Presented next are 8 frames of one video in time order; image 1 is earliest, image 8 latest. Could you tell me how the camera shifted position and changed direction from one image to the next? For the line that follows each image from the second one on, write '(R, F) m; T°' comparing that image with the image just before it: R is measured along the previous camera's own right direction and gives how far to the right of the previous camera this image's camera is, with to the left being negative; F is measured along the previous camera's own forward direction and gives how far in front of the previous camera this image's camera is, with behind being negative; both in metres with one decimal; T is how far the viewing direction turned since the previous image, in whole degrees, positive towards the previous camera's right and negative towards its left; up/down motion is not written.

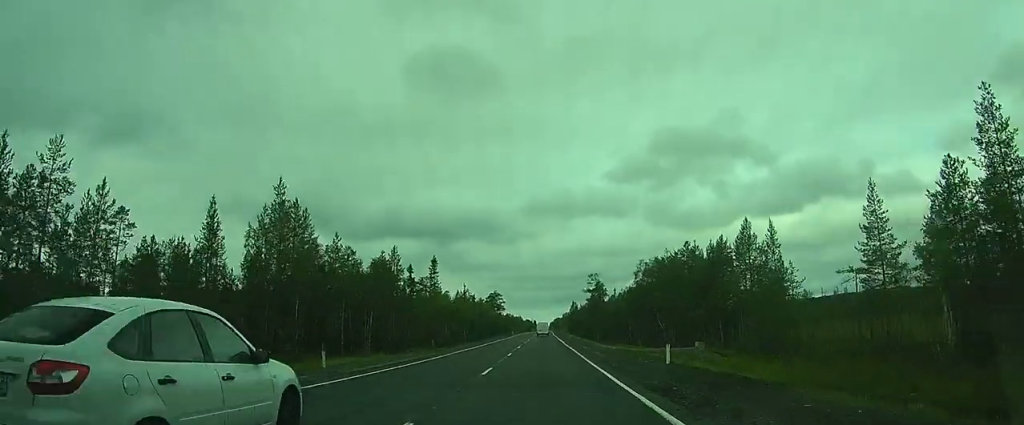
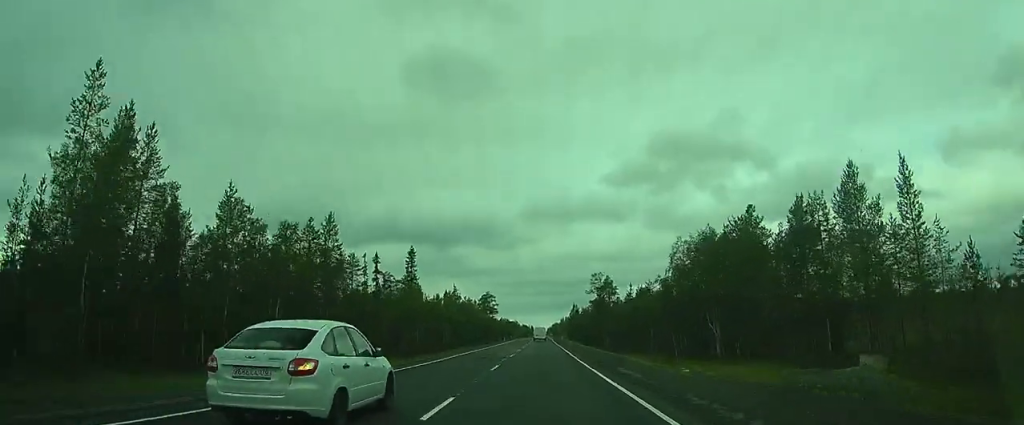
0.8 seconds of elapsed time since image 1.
(-0.7, +19.6) m; -1°
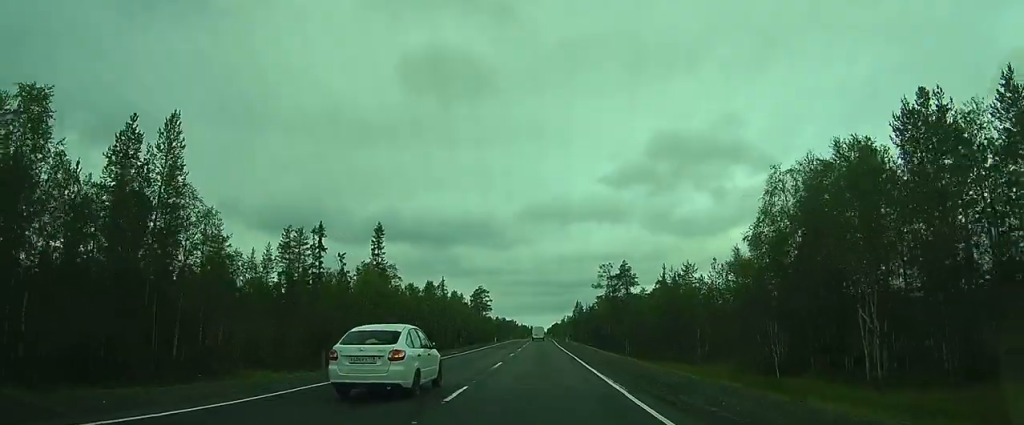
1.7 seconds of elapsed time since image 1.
(0.0, +21.2) m; 0°
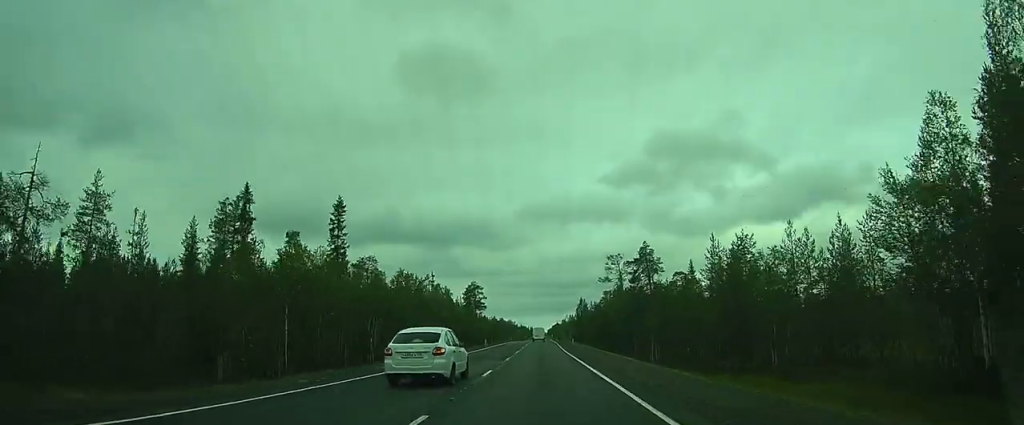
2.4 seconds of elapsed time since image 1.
(0.0, +16.5) m; 0°
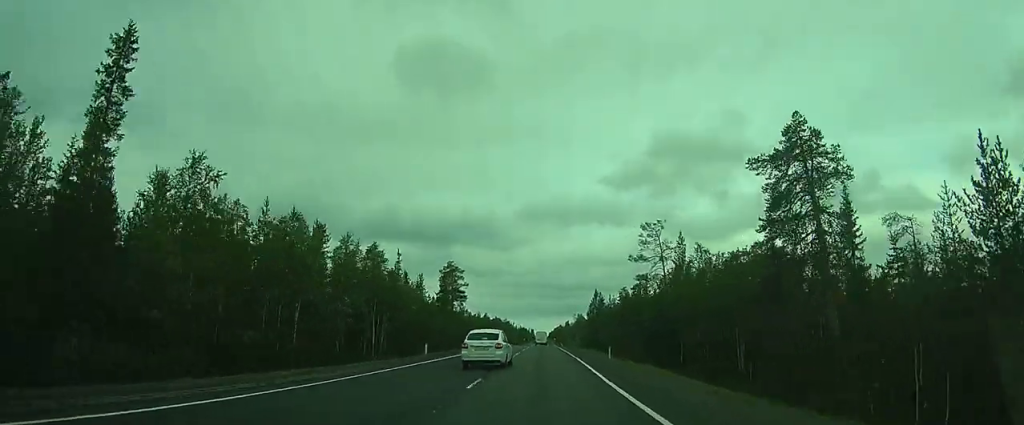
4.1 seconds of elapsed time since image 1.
(-0.5, +39.3) m; -1°
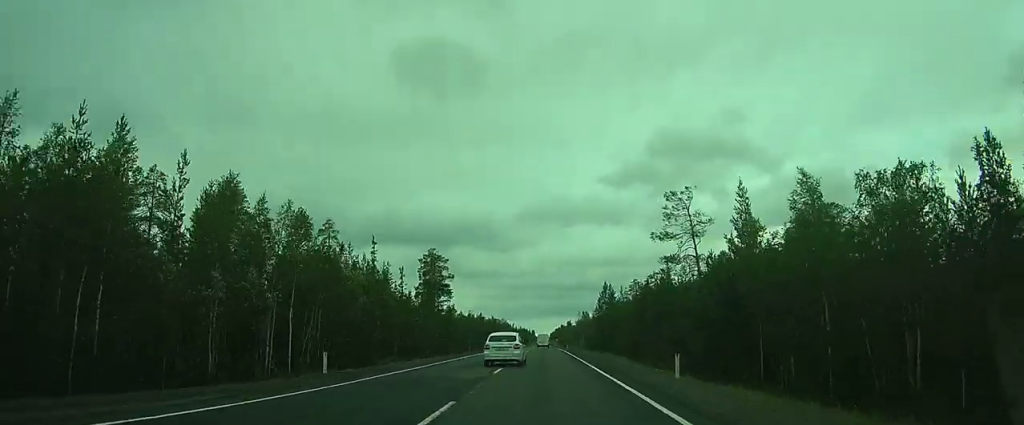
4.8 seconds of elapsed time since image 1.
(0.0, +17.4) m; 0°
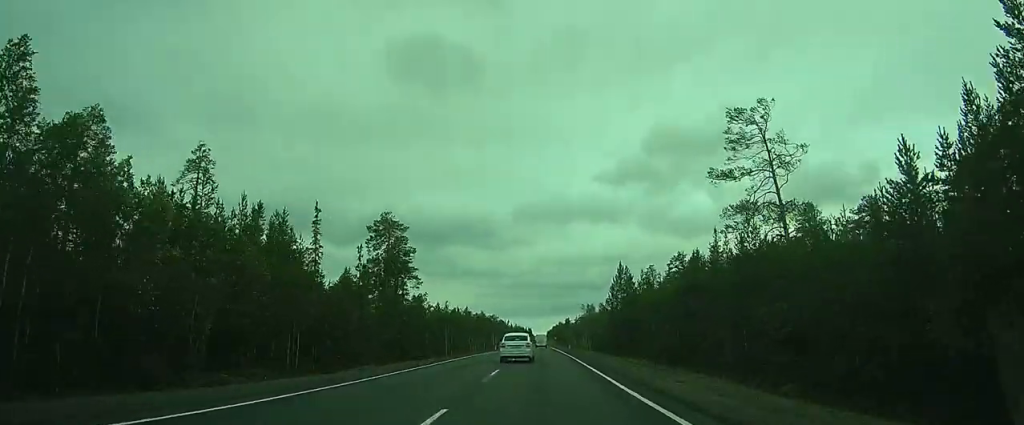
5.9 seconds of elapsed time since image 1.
(+0.1, +24.7) m; +1°
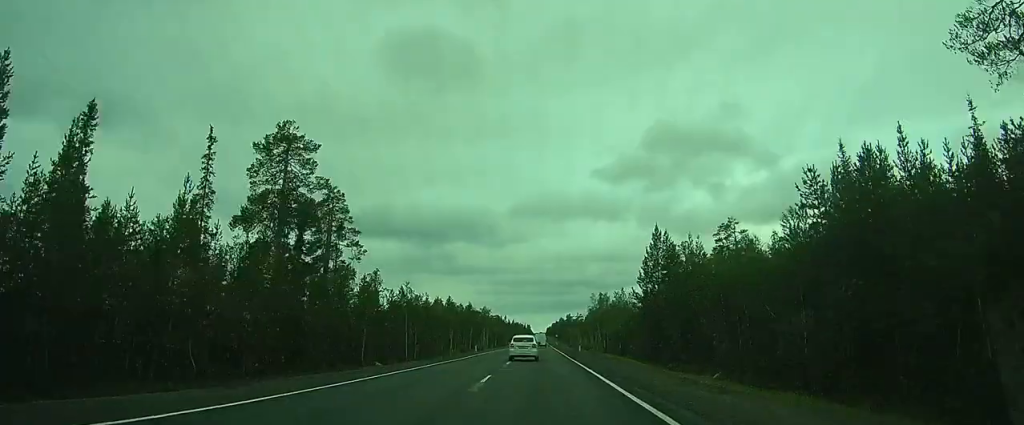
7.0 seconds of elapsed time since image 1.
(+0.3, +26.6) m; +1°
